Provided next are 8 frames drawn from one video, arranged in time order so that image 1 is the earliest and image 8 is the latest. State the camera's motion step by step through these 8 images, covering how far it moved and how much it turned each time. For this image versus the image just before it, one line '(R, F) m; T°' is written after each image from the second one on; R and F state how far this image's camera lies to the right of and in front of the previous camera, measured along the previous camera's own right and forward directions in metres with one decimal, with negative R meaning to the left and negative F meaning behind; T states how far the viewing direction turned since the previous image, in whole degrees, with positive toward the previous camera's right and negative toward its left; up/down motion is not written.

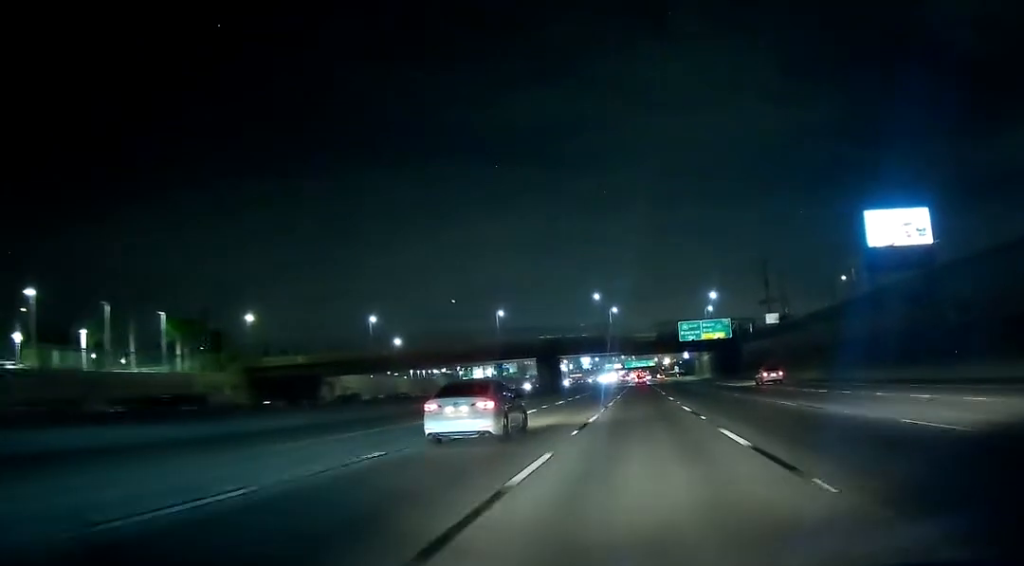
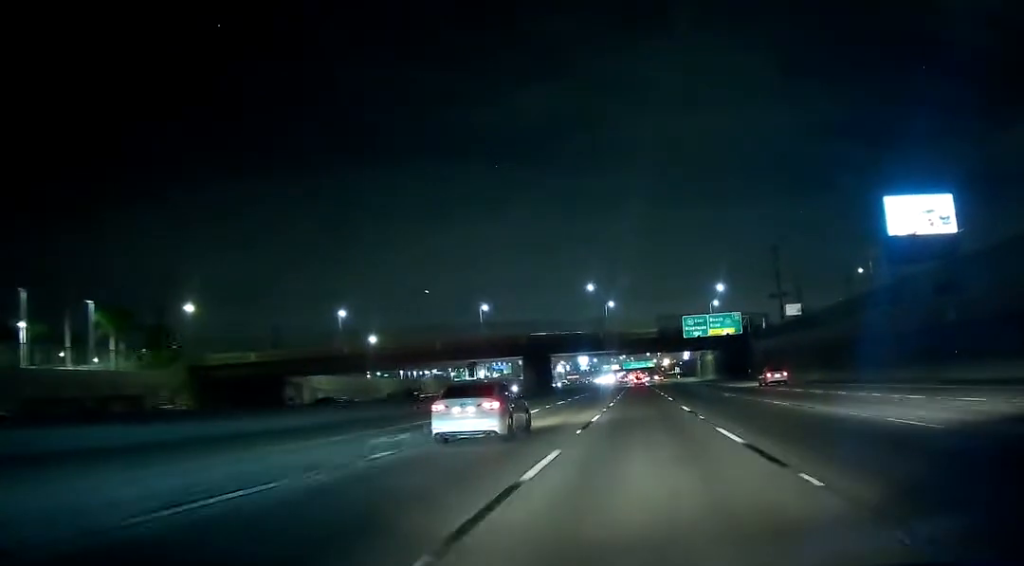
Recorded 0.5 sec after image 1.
(0.0, +14.4) m; 0°
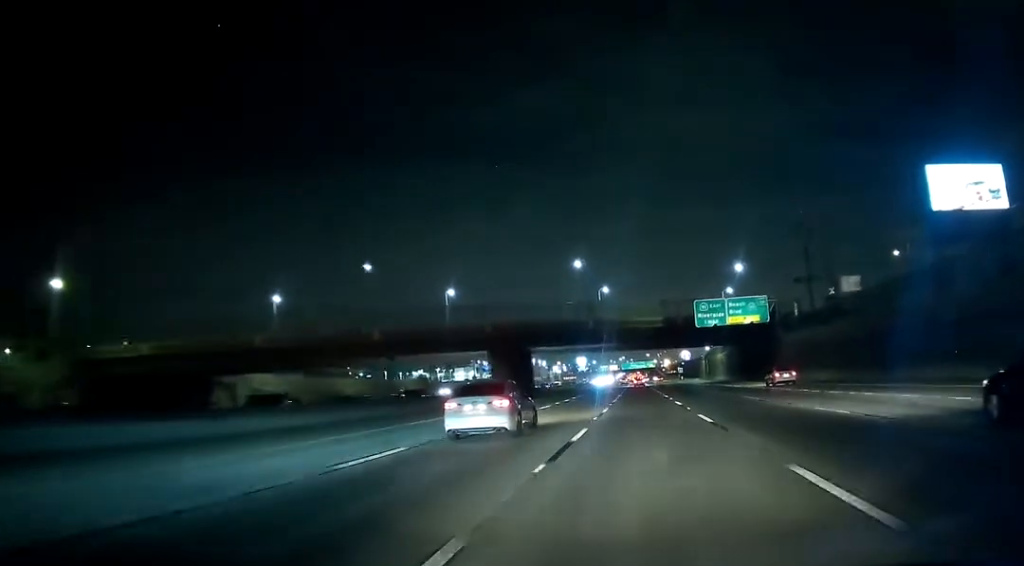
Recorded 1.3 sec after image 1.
(0.0, +22.1) m; 0°
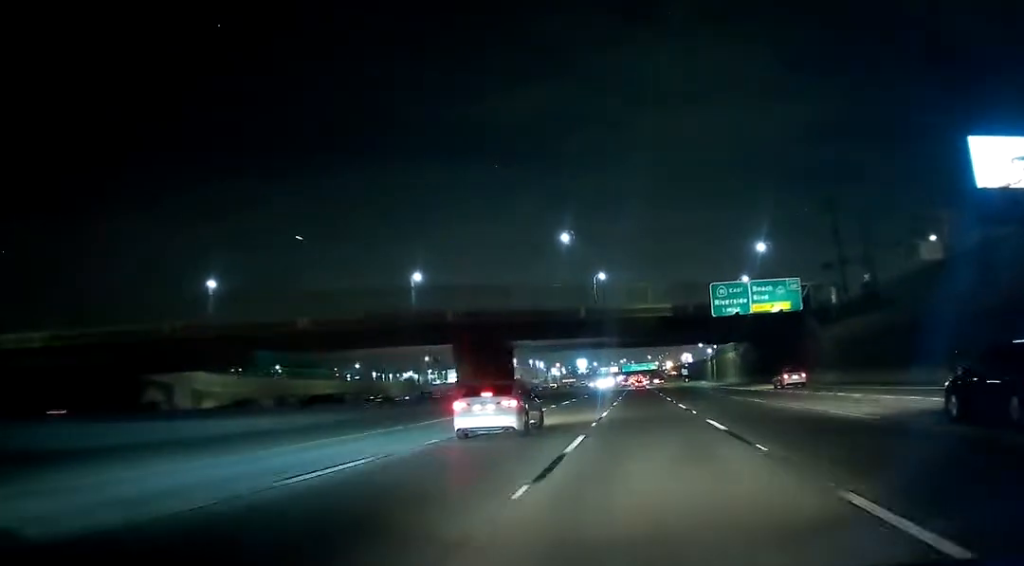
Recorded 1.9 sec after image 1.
(0.0, +17.4) m; 0°
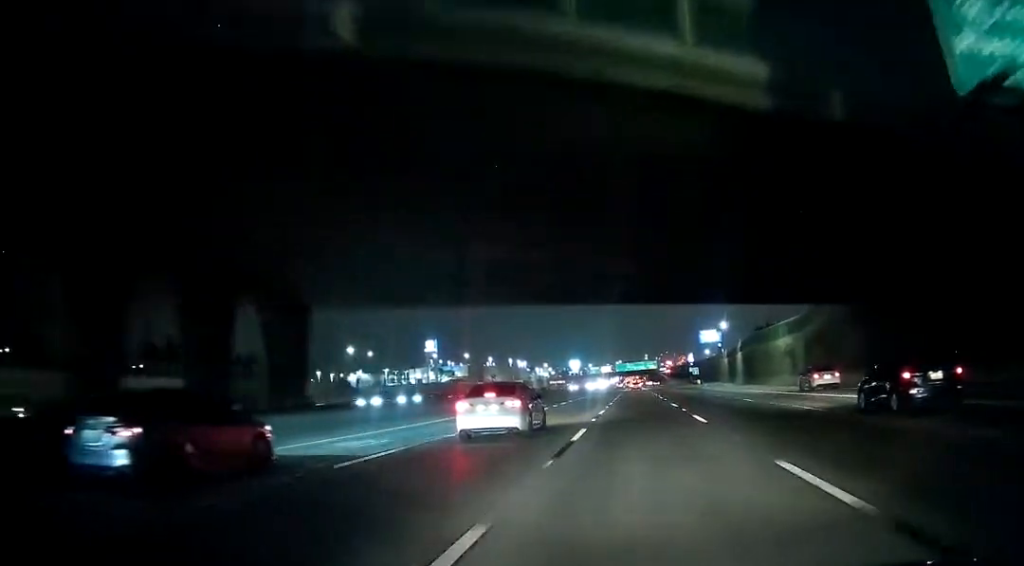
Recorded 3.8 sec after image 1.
(0.0, +55.3) m; 0°
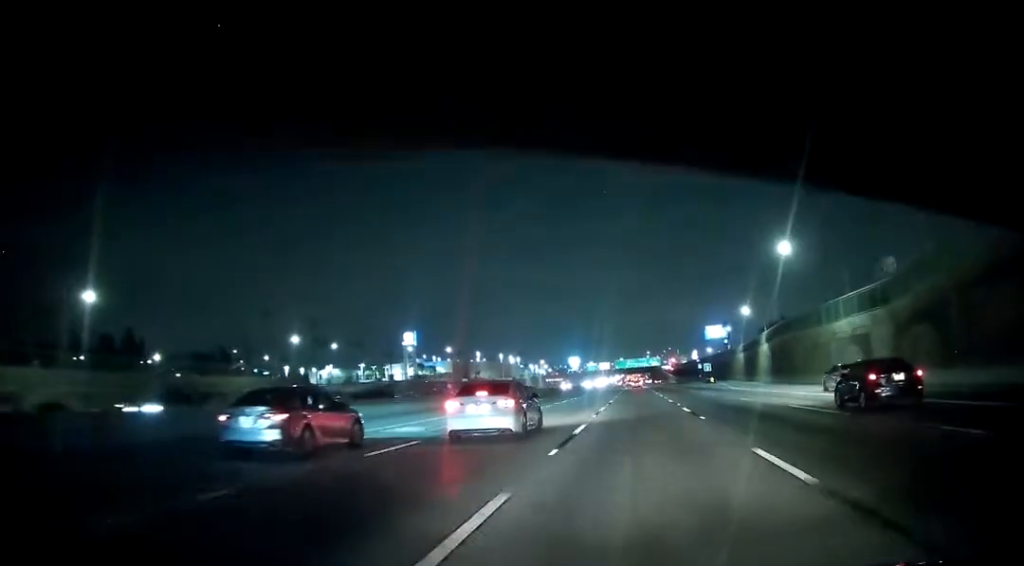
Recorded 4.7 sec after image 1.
(-0.1, +26.4) m; 0°
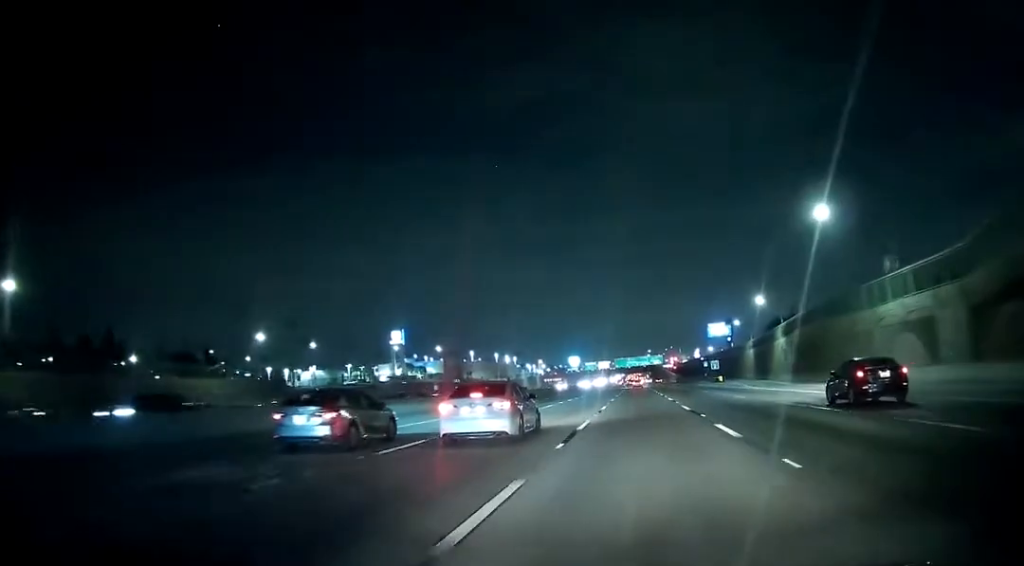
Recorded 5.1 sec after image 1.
(+0.1, +13.8) m; 0°
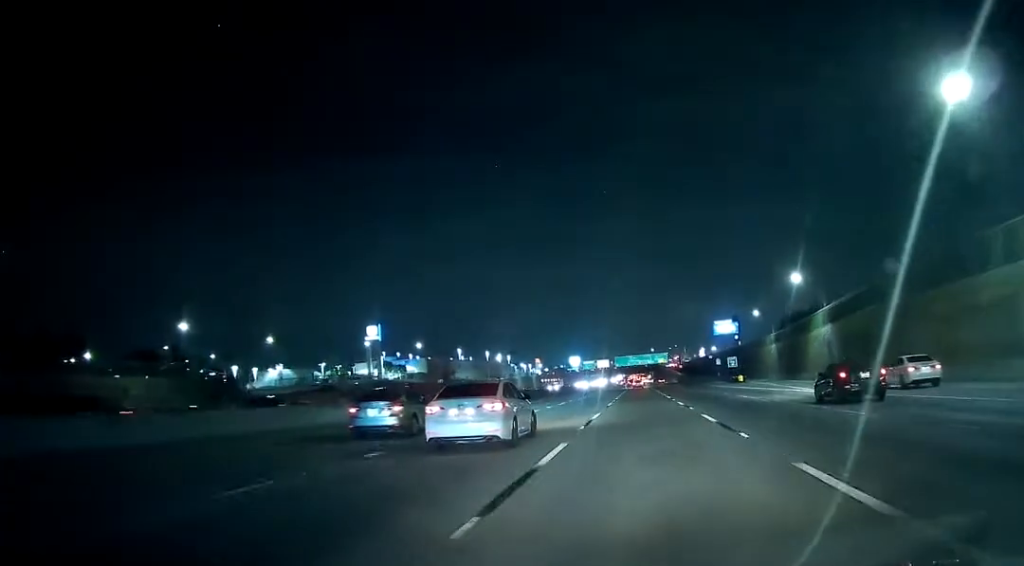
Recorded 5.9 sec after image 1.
(0.0, +23.7) m; 0°
